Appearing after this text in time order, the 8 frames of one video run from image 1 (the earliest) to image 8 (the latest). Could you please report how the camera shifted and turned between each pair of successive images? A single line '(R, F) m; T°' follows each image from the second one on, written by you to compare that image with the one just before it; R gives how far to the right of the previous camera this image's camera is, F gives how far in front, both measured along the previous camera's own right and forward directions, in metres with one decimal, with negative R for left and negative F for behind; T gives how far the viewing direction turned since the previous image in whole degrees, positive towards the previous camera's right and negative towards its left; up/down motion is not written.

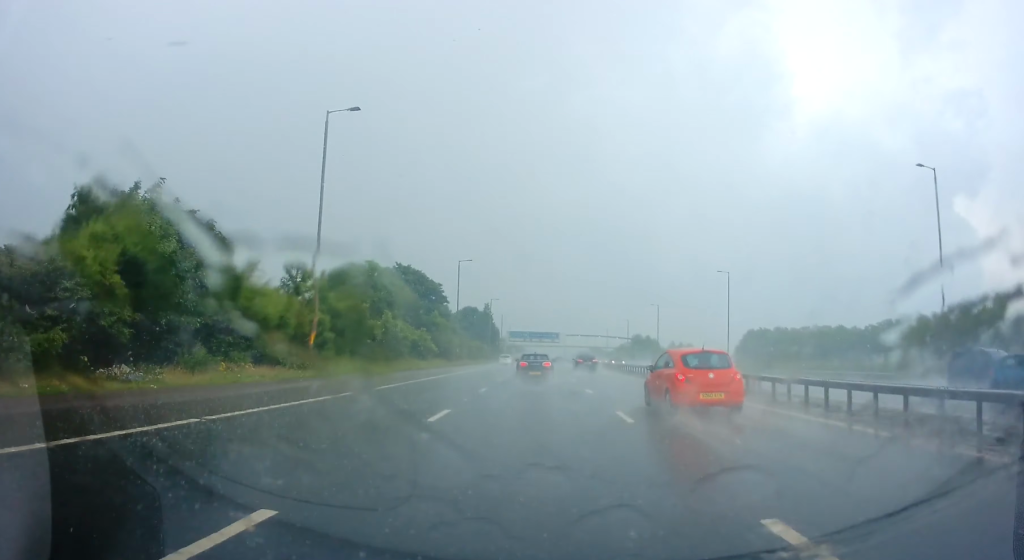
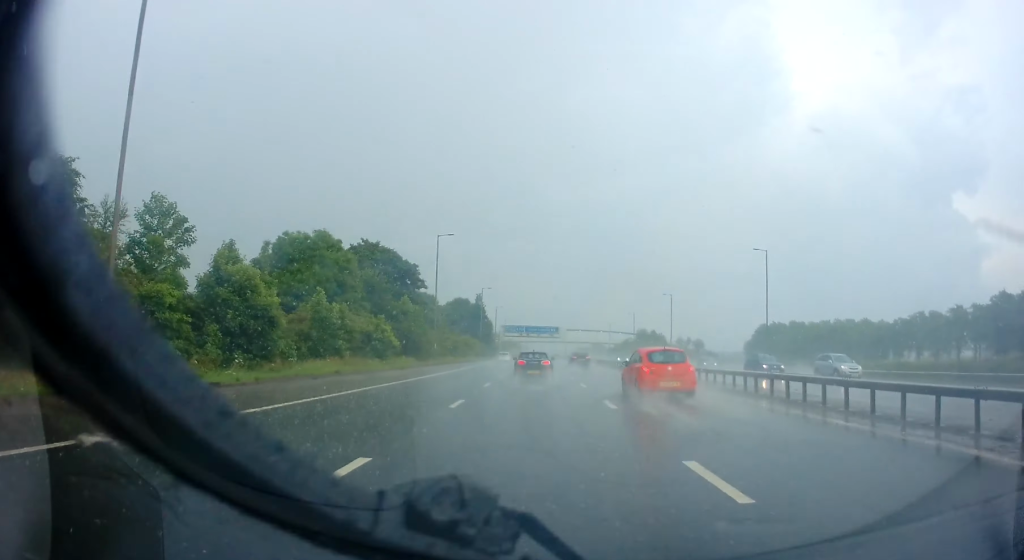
(+0.1, +15.6) m; +1°
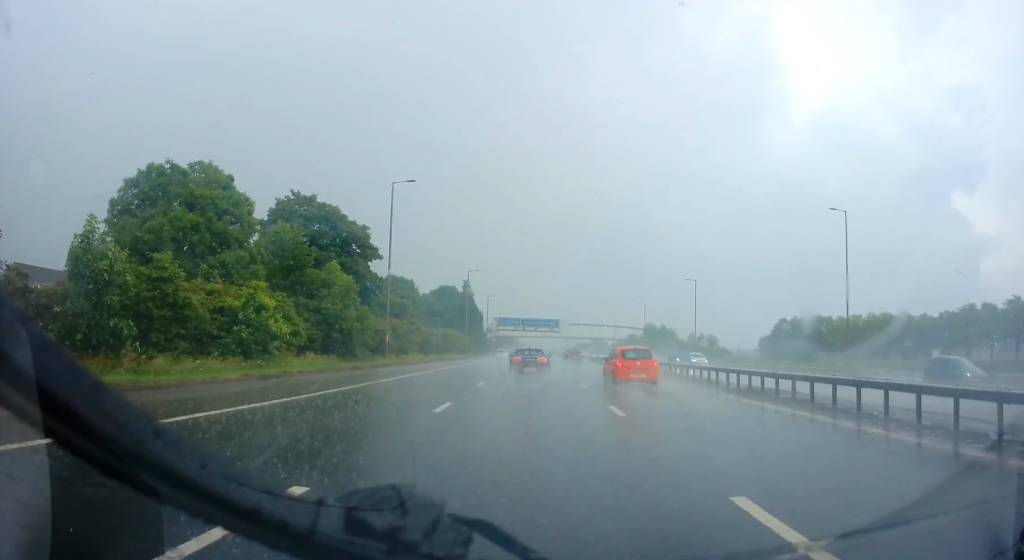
(+0.3, +19.8) m; +1°
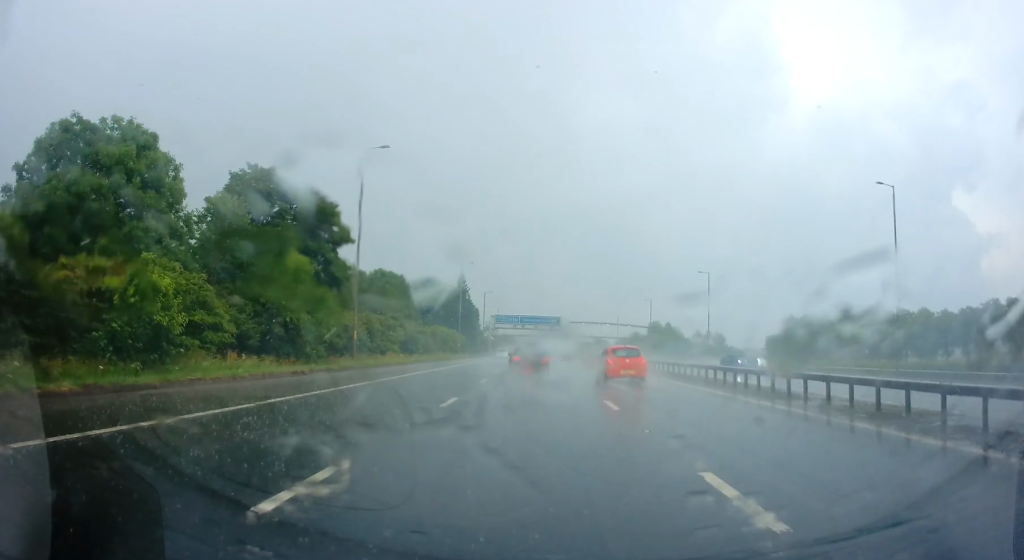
(+0.2, +8.0) m; 0°
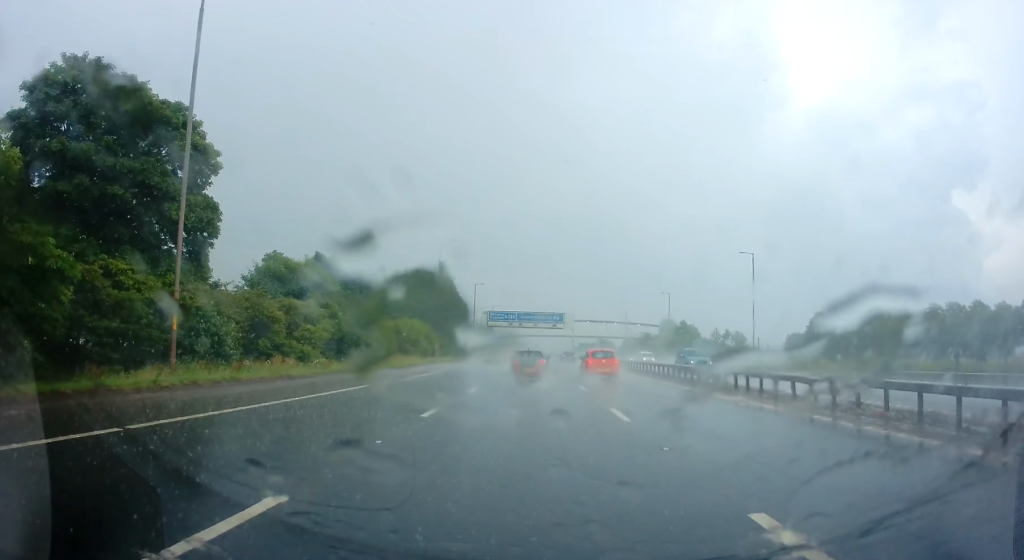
(-0.6, +19.8) m; -2°
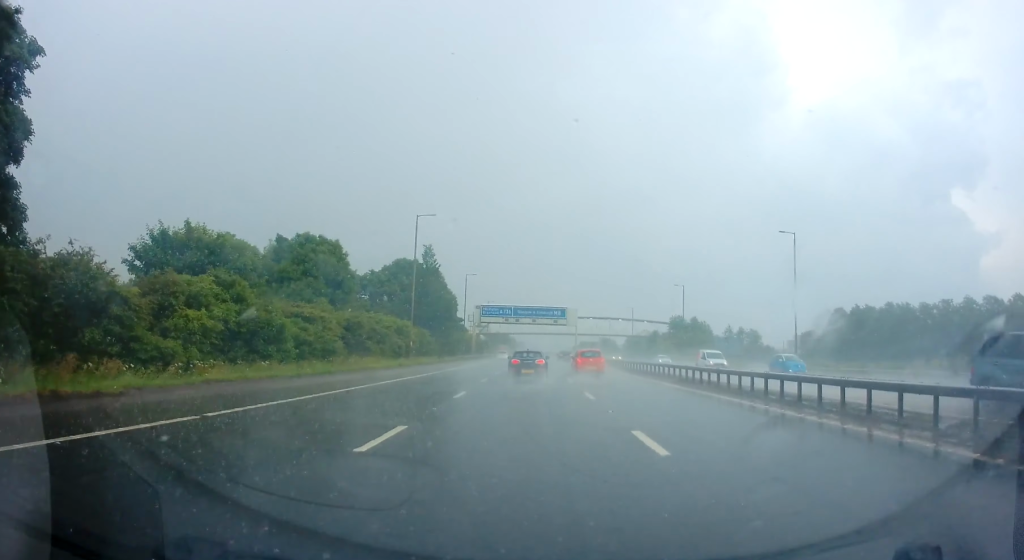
(0.0, +12.7) m; 0°
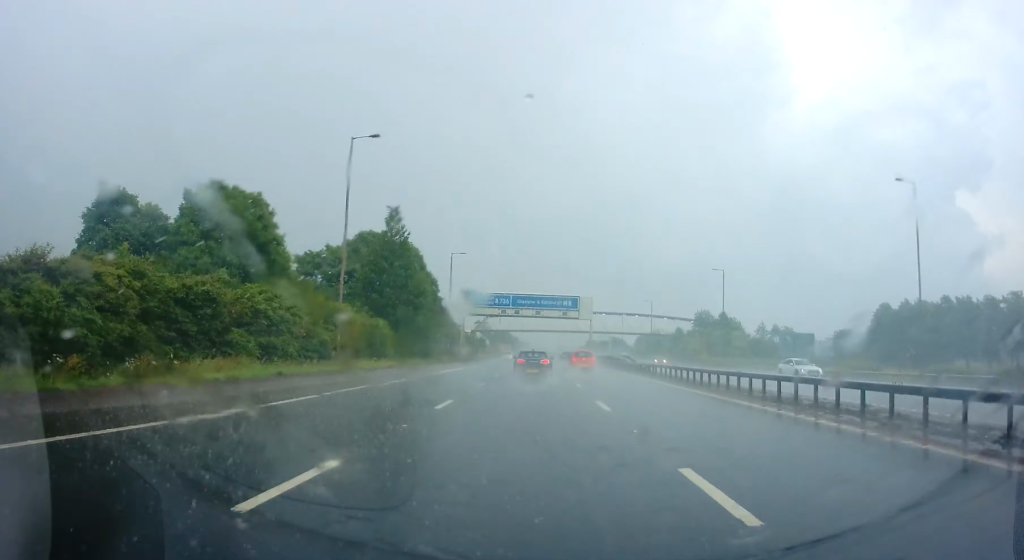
(+0.1, +21.9) m; 0°
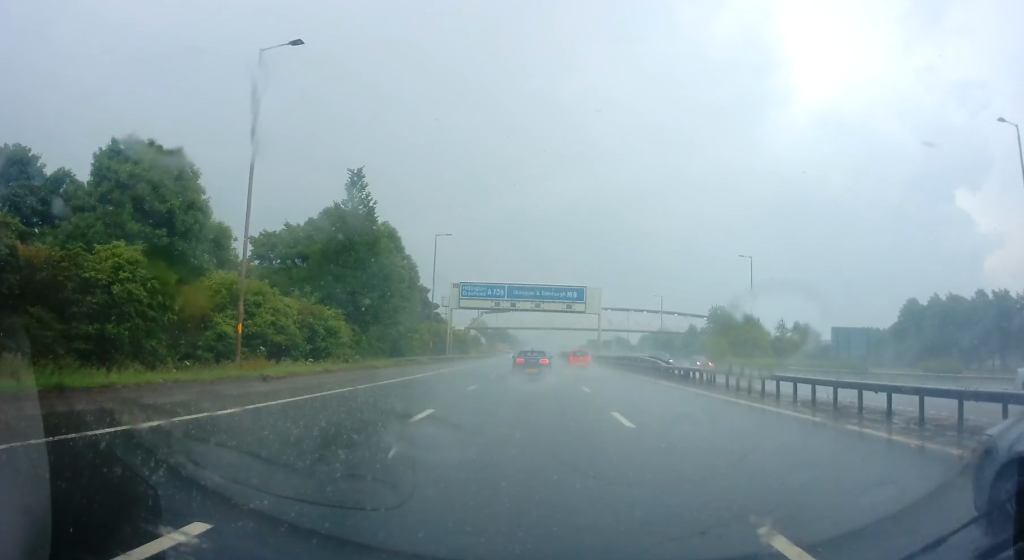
(+0.1, +11.9) m; 0°
